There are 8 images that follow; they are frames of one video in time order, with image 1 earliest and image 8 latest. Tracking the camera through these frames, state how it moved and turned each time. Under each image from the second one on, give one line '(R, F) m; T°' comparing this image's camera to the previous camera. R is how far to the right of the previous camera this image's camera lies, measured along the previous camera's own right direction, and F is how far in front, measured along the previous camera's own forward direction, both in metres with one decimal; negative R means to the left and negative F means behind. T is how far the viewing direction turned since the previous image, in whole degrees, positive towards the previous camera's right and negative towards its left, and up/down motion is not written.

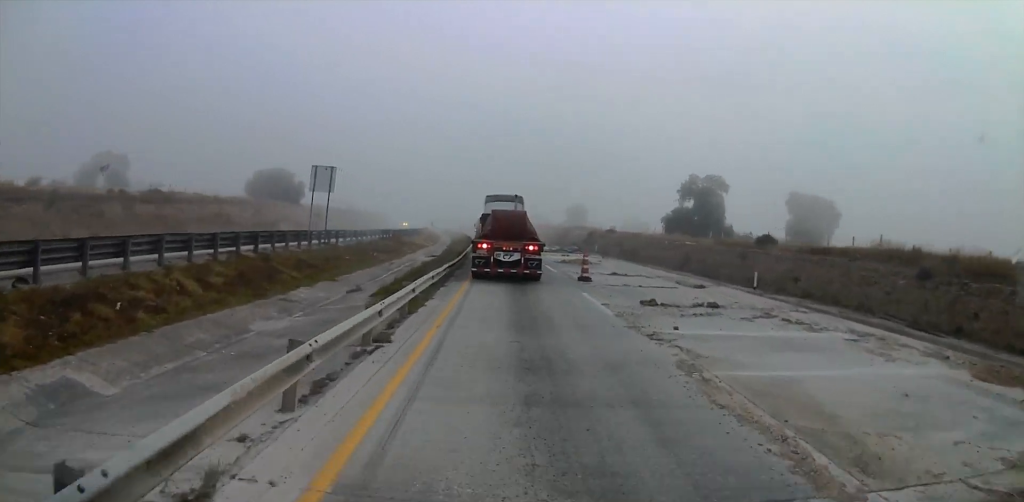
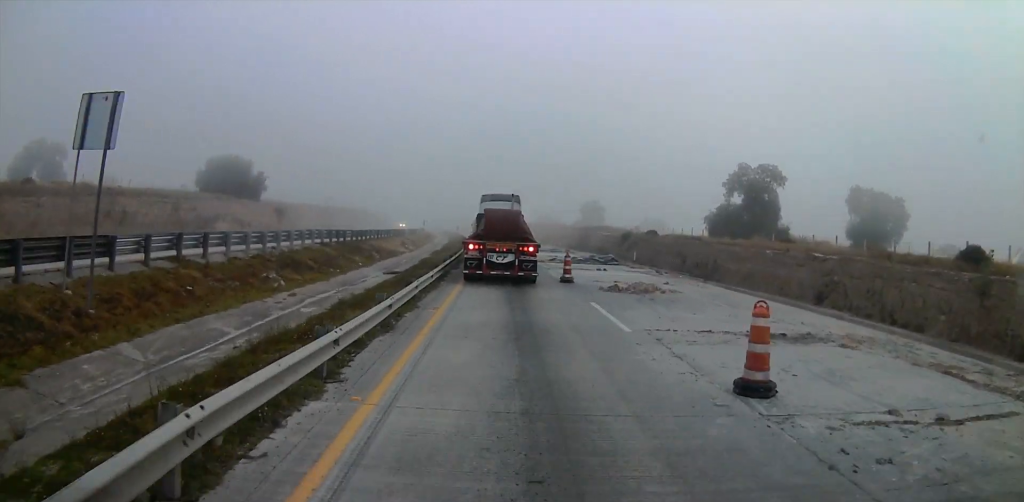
(+0.2, +16.6) m; +1°
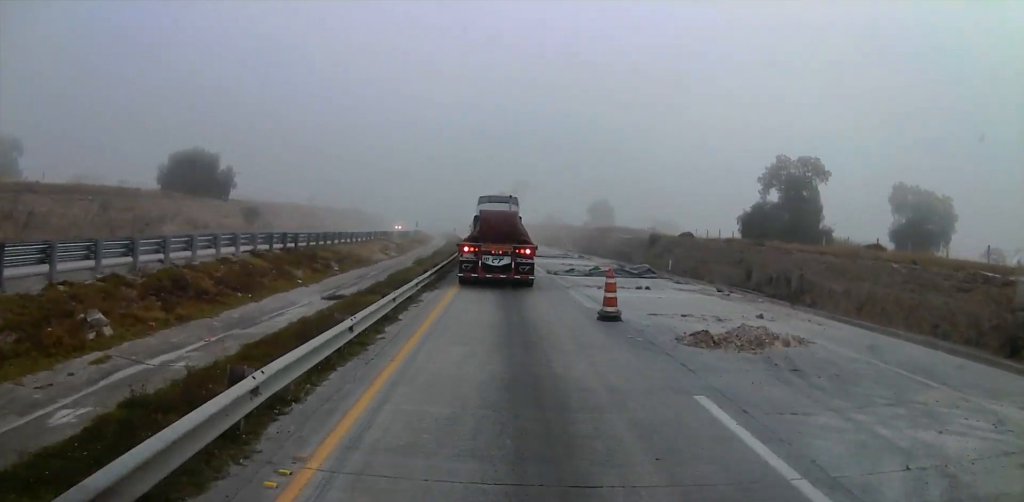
(0.0, +9.8) m; 0°
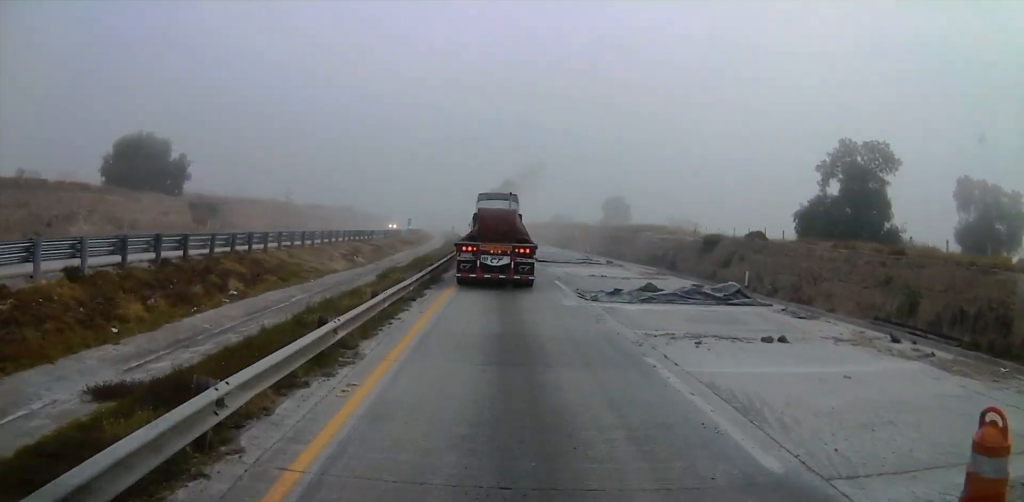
(0.0, +10.9) m; -1°
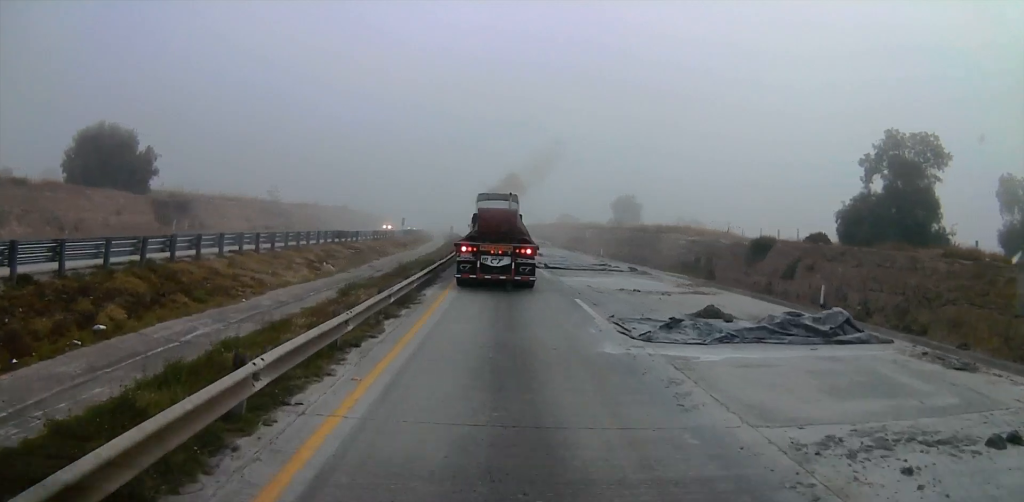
(0.0, +6.0) m; -2°
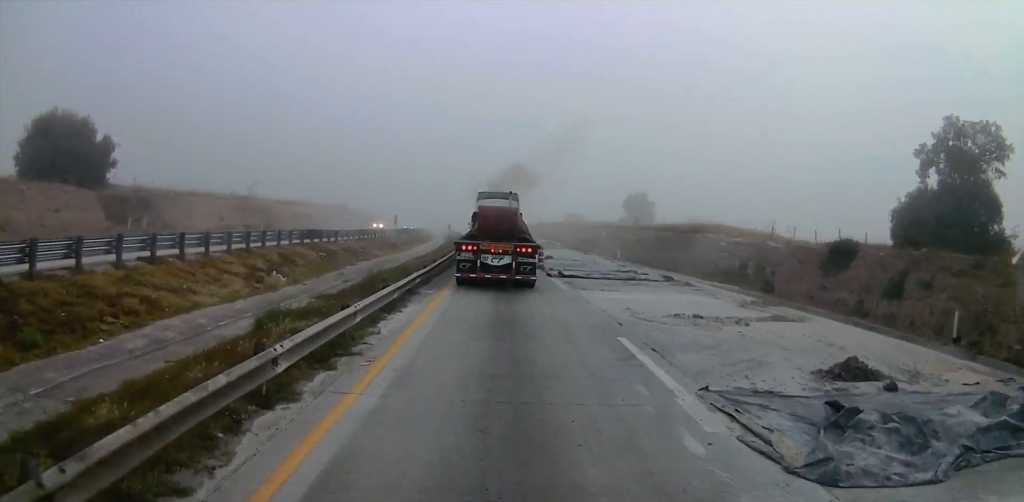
(-0.2, +6.4) m; -2°
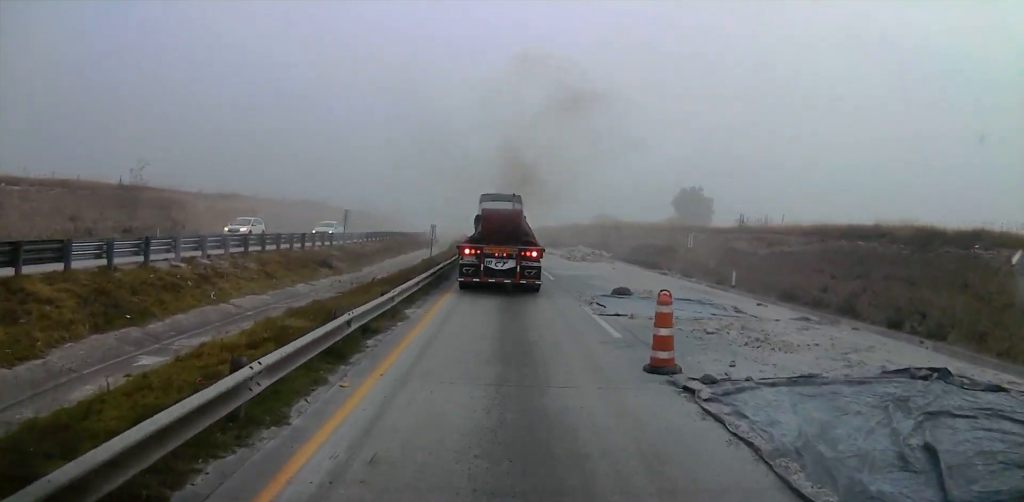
(-0.6, +22.8) m; +1°
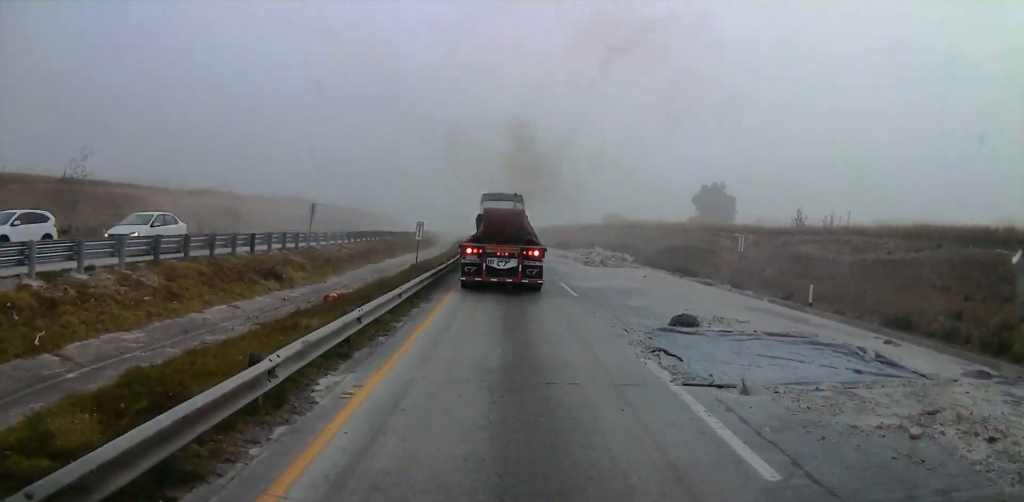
(+0.4, +7.1) m; +1°
